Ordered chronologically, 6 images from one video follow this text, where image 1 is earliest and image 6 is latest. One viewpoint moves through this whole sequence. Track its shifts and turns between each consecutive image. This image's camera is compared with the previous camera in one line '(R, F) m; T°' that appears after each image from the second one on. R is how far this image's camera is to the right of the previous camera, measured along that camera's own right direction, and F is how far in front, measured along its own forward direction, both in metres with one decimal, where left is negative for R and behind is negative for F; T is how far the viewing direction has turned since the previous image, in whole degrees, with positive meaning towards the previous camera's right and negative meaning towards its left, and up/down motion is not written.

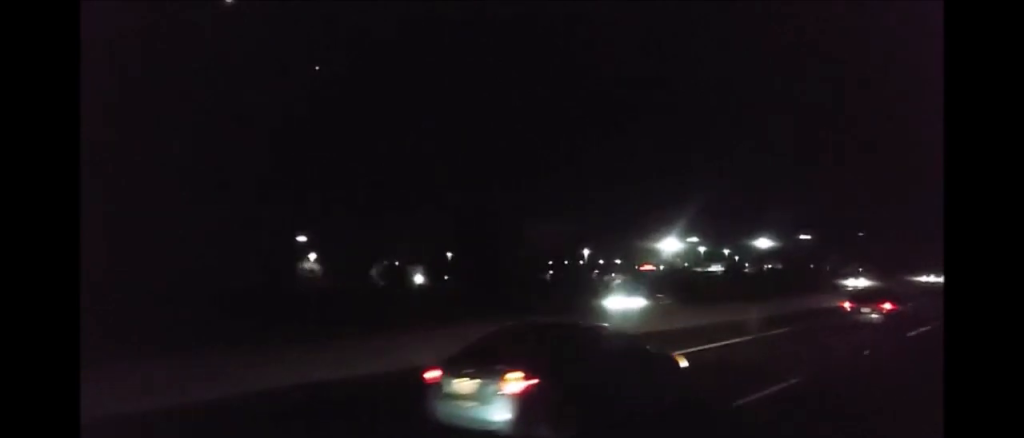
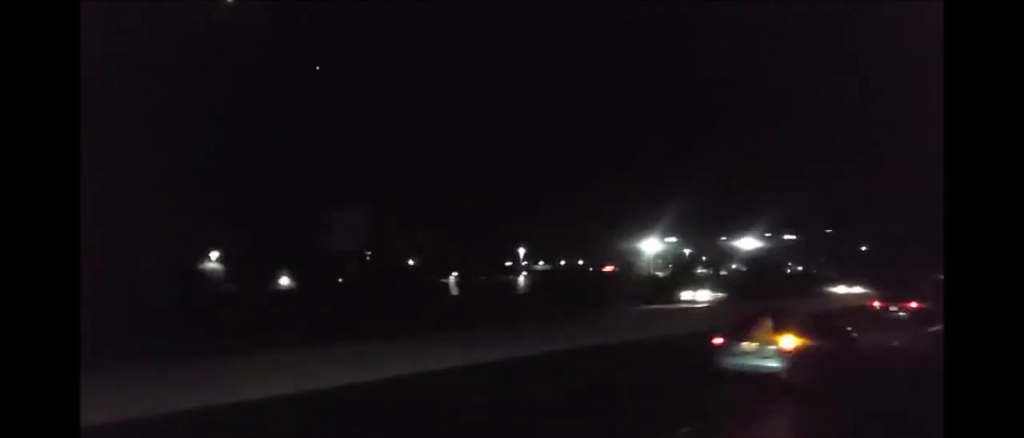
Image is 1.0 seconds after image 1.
(+0.1, +27.6) m; 0°
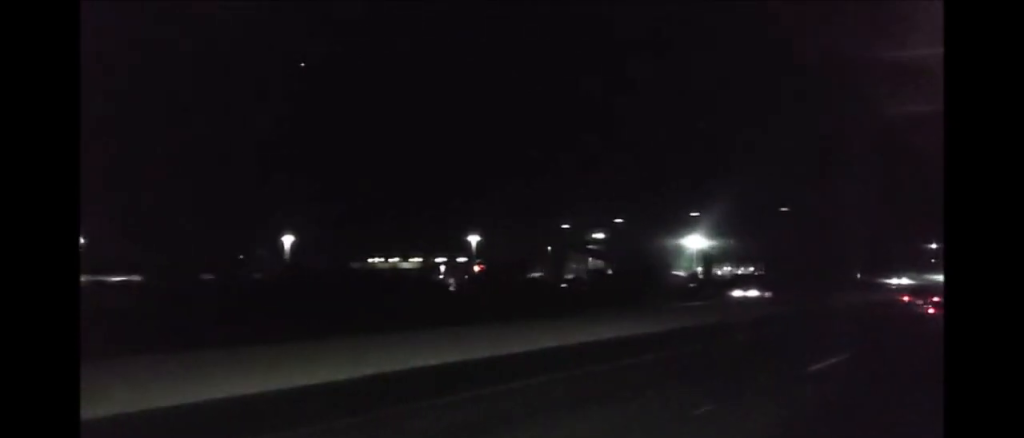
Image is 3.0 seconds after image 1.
(-0.6, +57.0) m; 0°
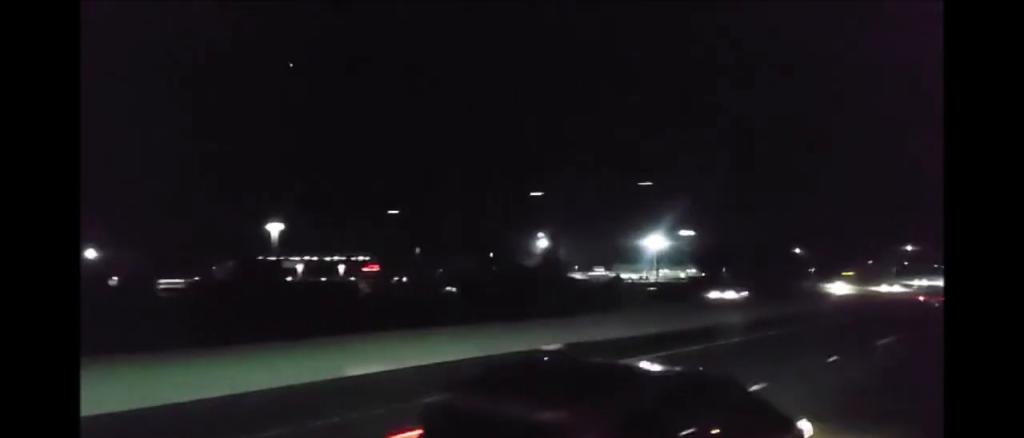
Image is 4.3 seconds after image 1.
(+0.2, +36.9) m; +1°
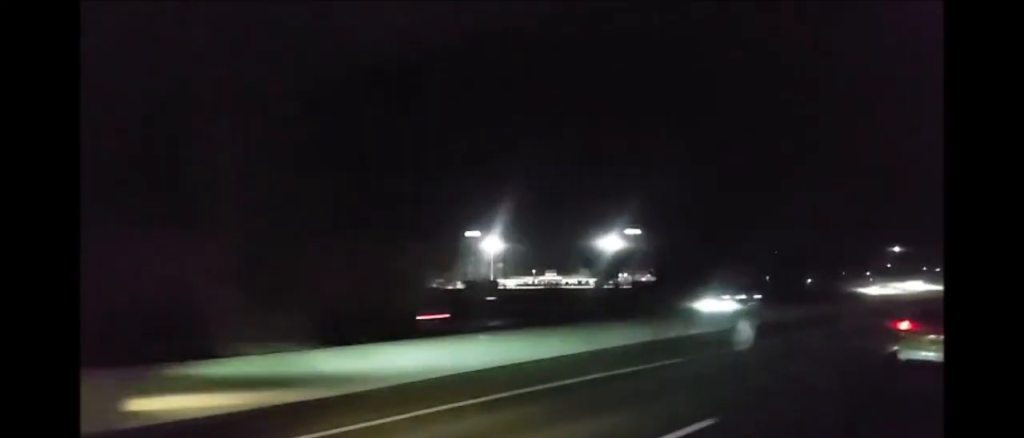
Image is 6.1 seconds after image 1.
(+0.7, +47.7) m; 0°
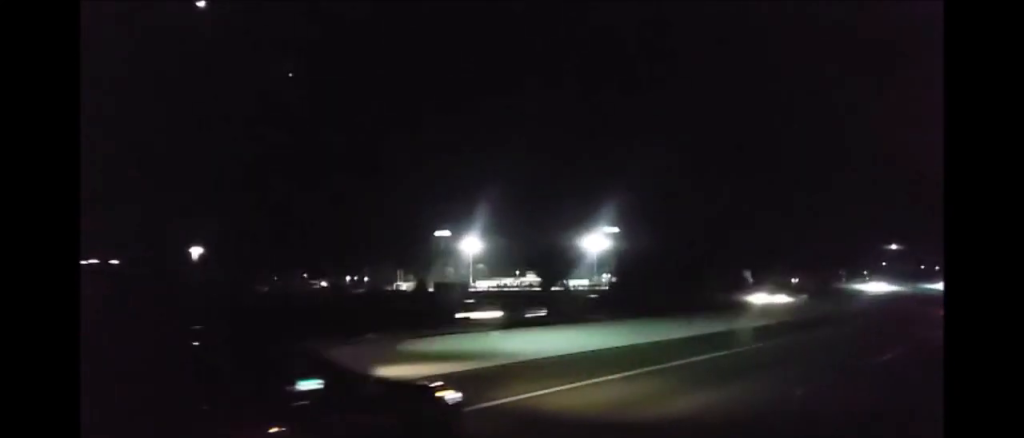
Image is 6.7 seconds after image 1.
(-0.1, +16.4) m; -1°
